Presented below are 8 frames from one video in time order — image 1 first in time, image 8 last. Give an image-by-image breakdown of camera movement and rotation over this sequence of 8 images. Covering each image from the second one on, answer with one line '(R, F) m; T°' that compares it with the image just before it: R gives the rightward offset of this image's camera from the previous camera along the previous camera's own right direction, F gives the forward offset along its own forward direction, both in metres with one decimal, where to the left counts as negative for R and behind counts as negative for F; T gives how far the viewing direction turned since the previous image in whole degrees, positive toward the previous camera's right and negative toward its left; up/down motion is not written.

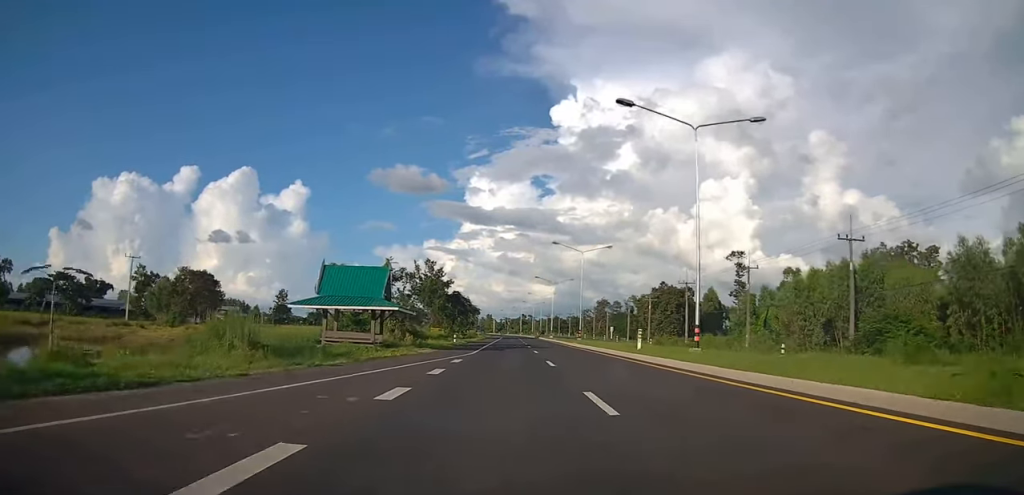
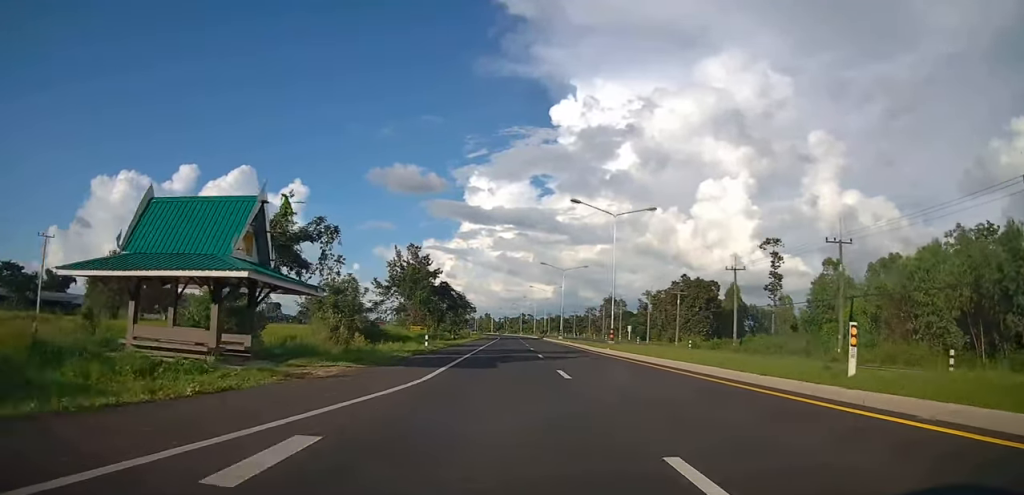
(-0.4, +17.8) m; -1°
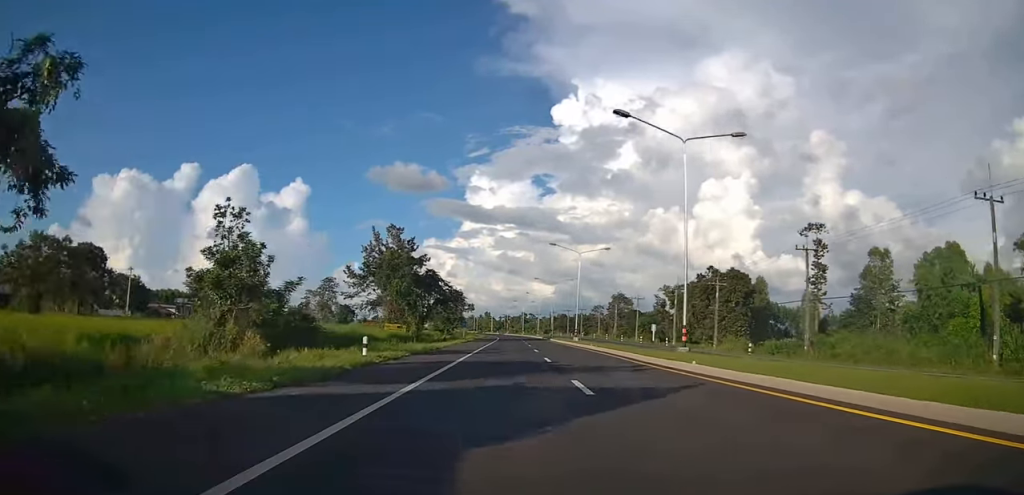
(-0.1, +15.7) m; 0°
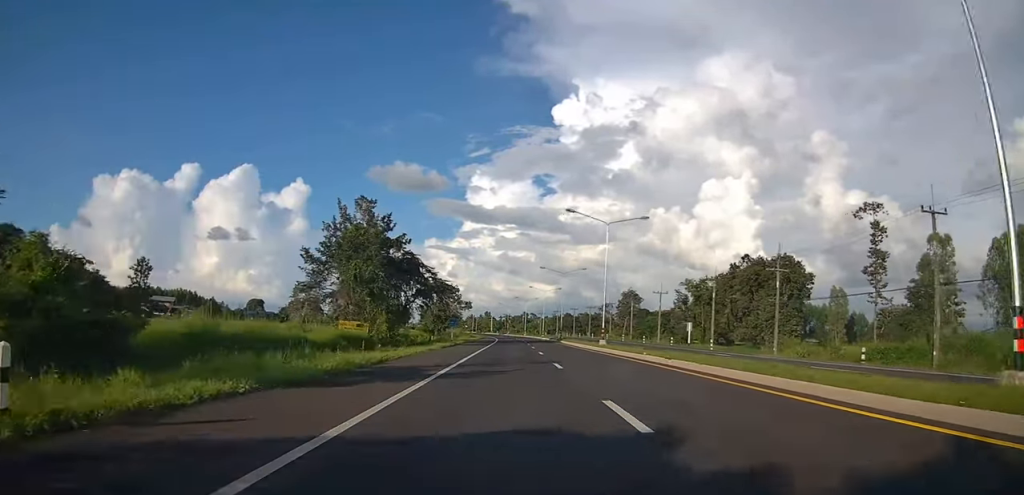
(0.0, +16.1) m; 0°
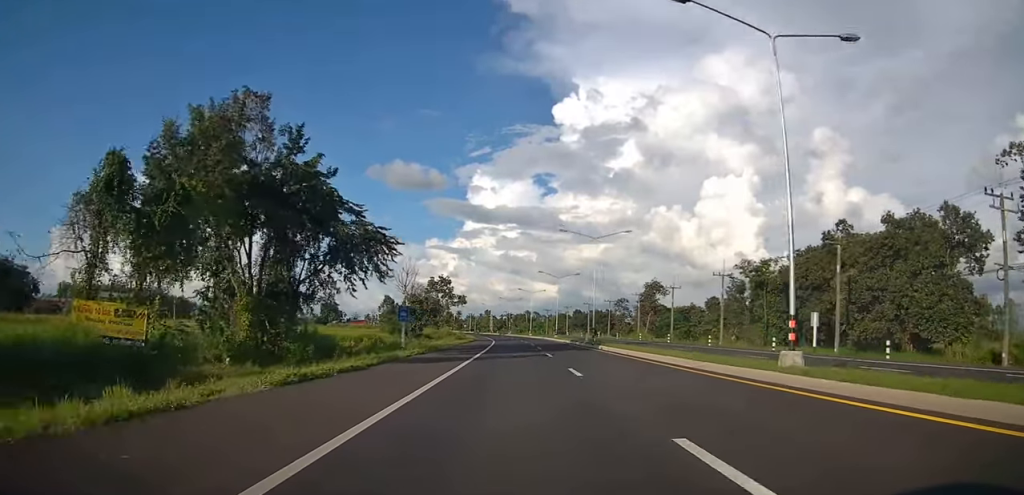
(+0.1, +27.8) m; 0°
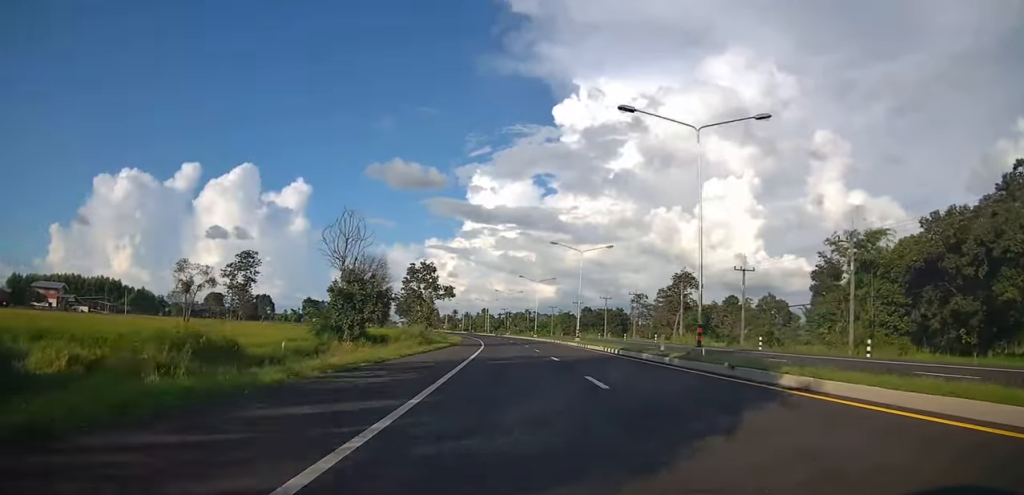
(-0.4, +27.2) m; -1°
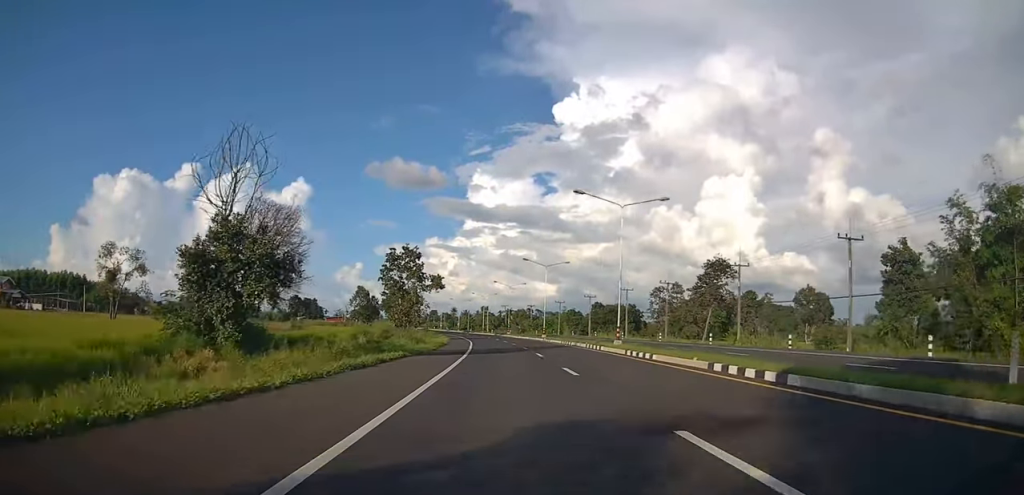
(-0.2, +20.0) m; +1°
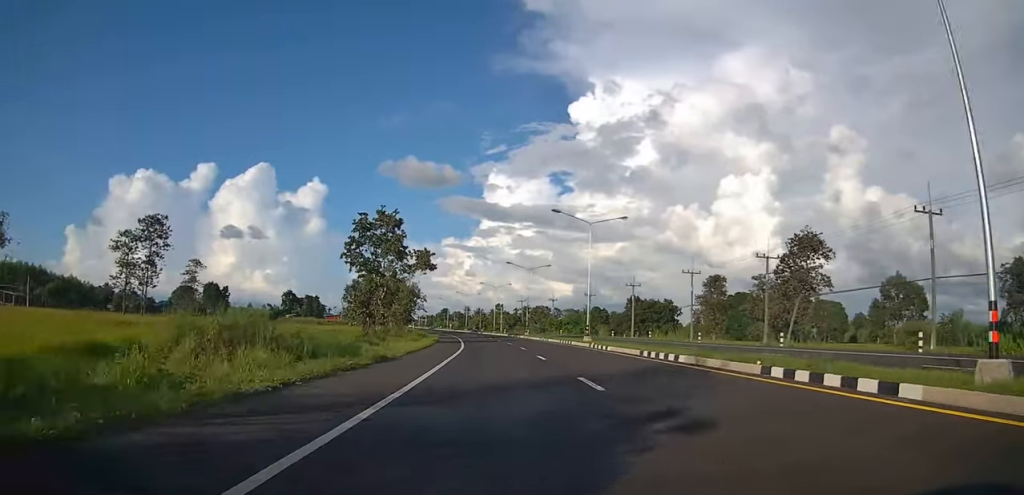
(+0.7, +28.0) m; 0°
